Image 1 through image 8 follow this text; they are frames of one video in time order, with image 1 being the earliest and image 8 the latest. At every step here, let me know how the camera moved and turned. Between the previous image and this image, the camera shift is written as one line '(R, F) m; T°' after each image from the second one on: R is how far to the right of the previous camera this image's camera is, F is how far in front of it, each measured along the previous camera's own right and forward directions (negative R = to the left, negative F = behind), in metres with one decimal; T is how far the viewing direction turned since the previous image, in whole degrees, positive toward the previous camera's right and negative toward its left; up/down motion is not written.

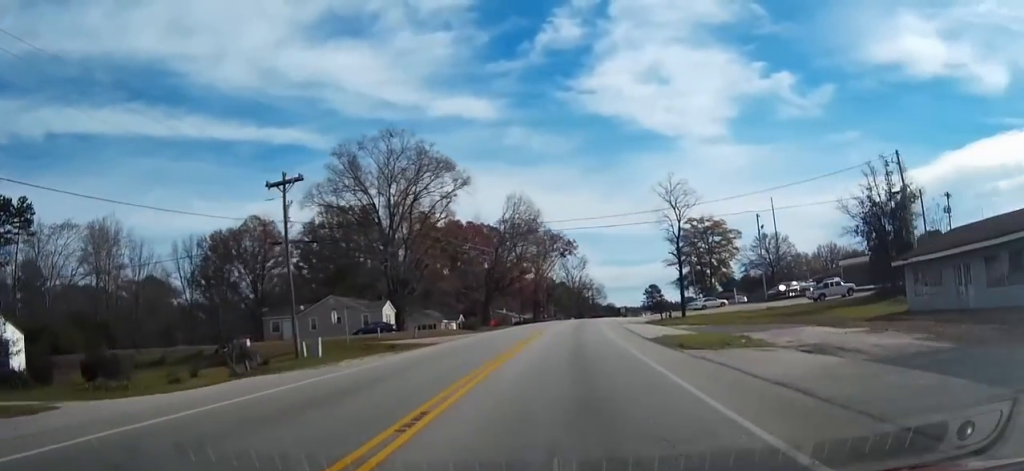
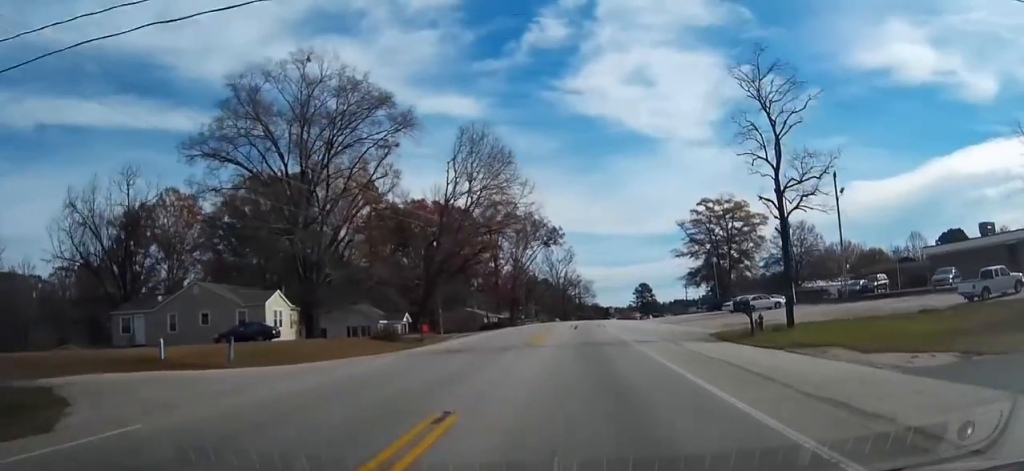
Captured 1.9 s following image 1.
(+0.8, +31.7) m; +2°
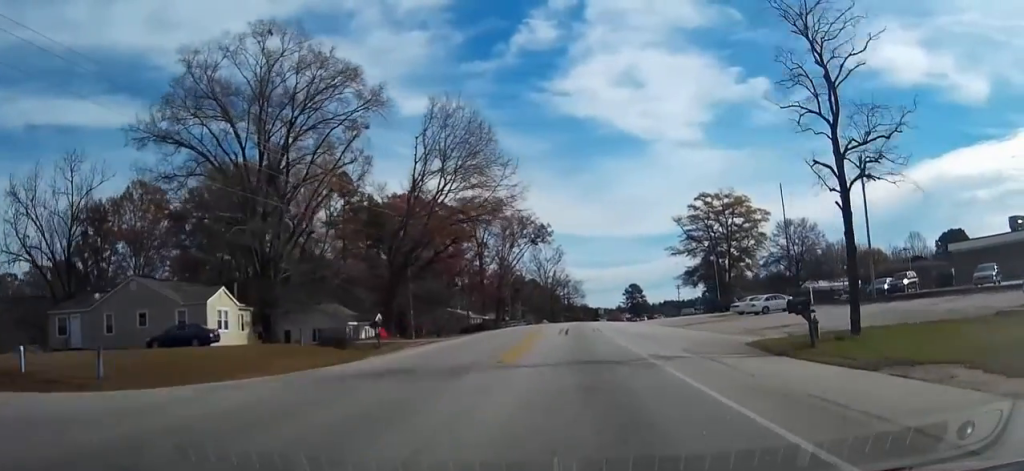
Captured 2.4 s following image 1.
(0.0, +8.6) m; 0°
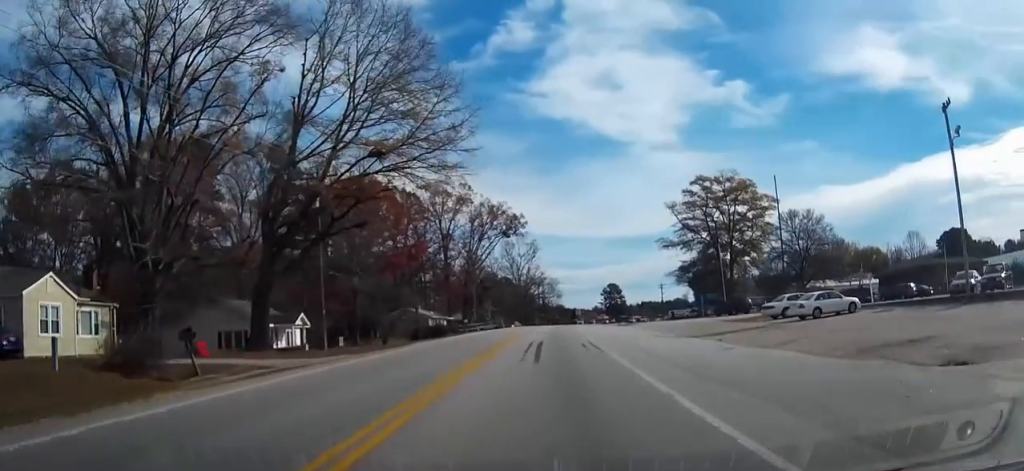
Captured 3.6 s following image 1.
(+0.2, +18.3) m; +2°
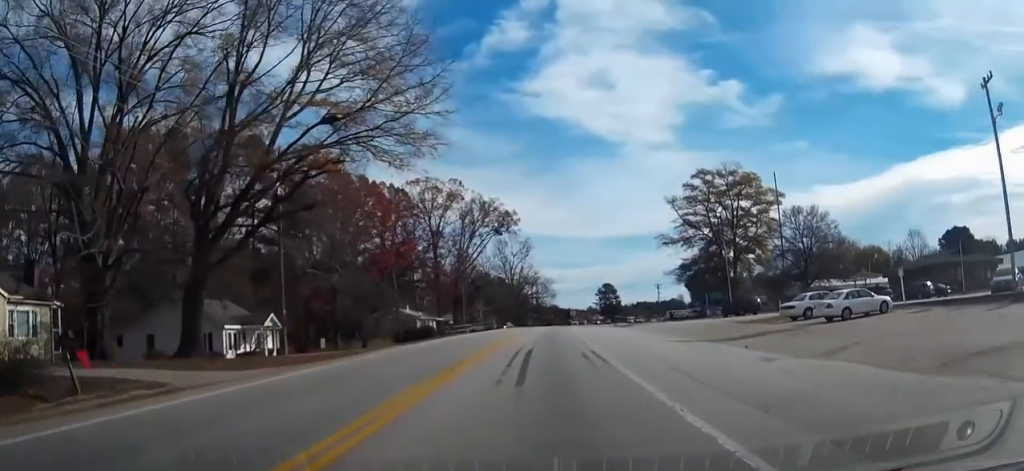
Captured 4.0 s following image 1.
(+0.1, +5.8) m; +1°
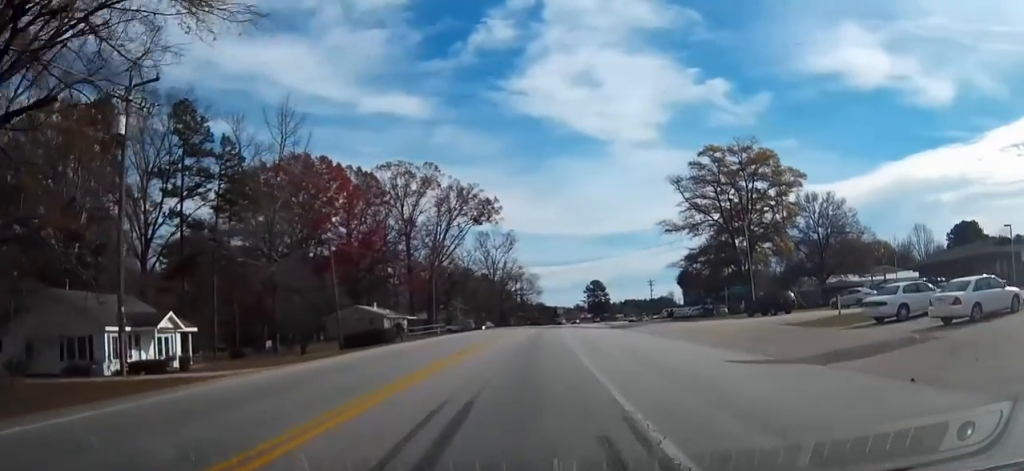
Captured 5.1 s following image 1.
(+0.2, +14.8) m; +2°
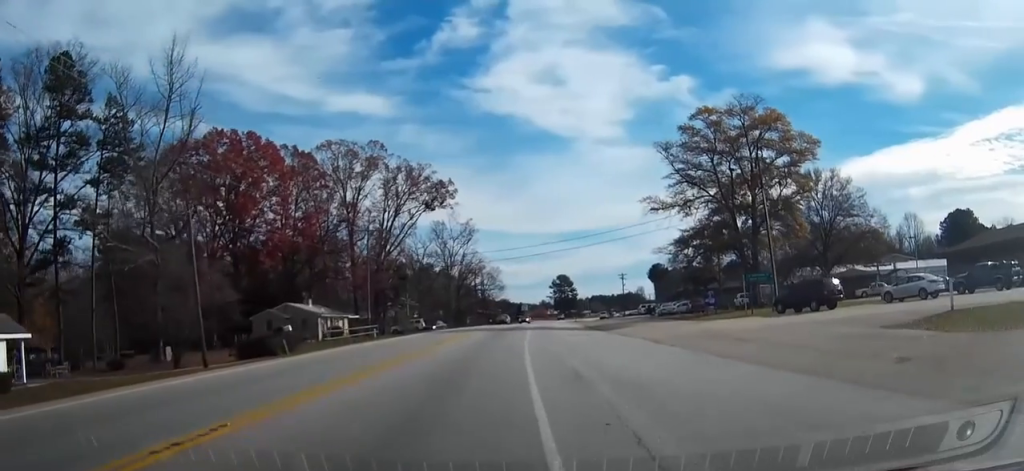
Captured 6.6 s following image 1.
(+0.4, +16.6) m; +7°
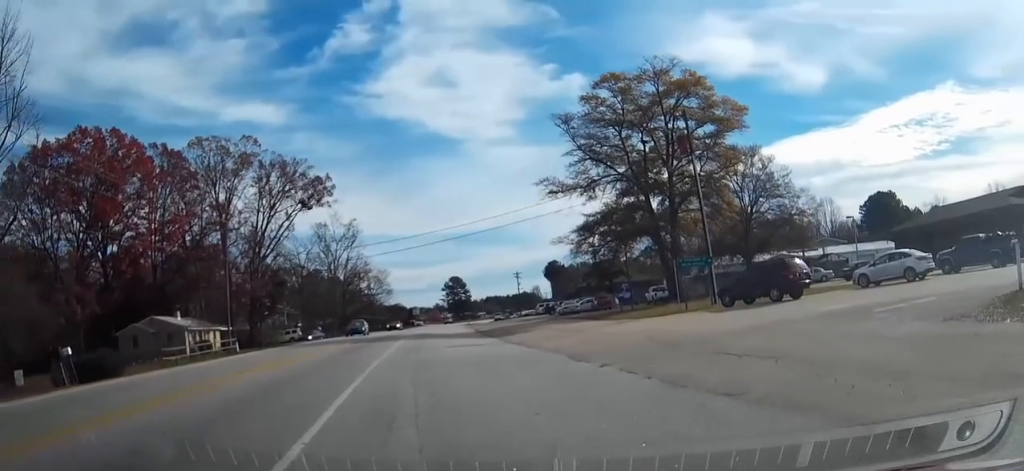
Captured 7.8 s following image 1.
(+1.4, +9.9) m; +18°
